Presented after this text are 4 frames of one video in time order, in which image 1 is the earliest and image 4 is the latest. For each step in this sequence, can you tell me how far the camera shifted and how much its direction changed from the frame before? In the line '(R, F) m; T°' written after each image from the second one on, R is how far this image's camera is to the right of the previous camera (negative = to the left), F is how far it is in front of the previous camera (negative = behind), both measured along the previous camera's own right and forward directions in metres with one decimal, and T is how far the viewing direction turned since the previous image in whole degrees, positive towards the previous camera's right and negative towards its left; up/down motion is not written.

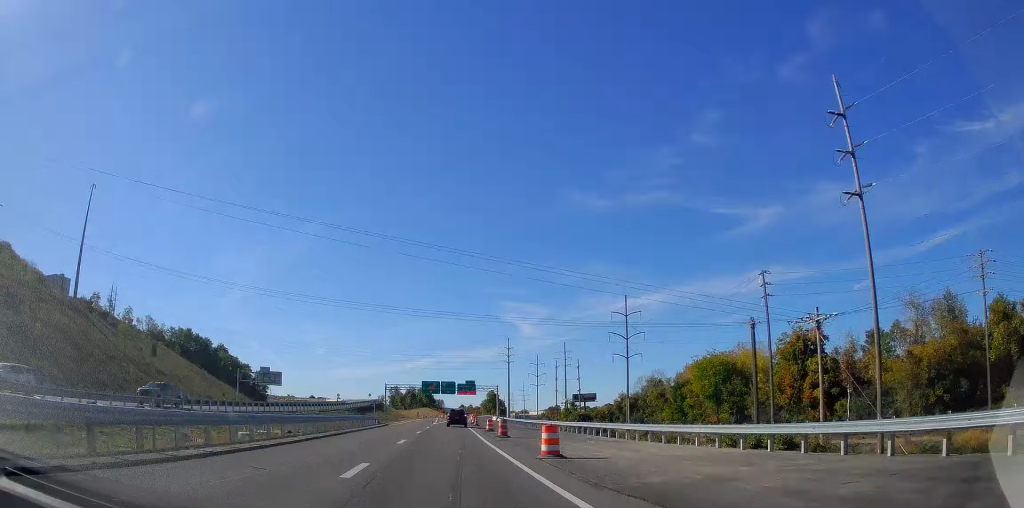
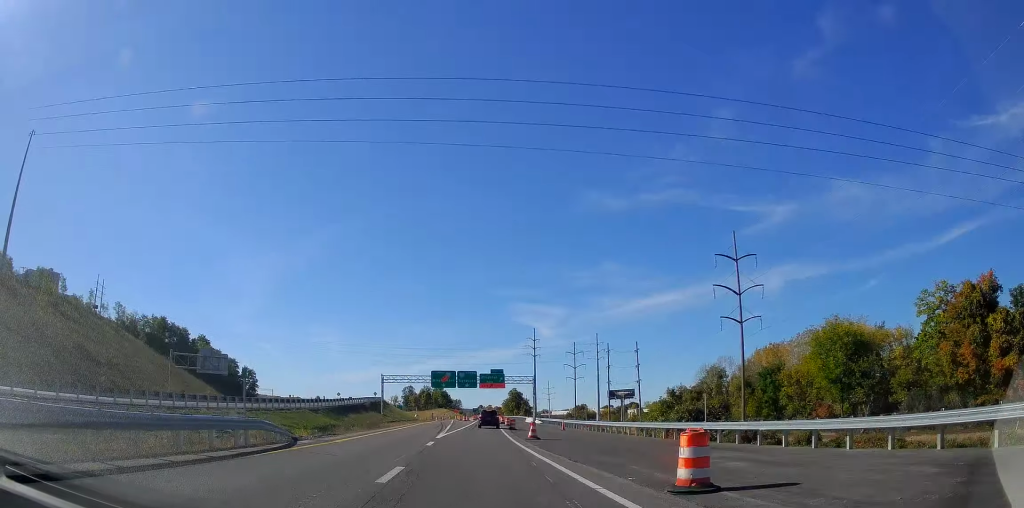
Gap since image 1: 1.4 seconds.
(+0.6, +38.2) m; +2°
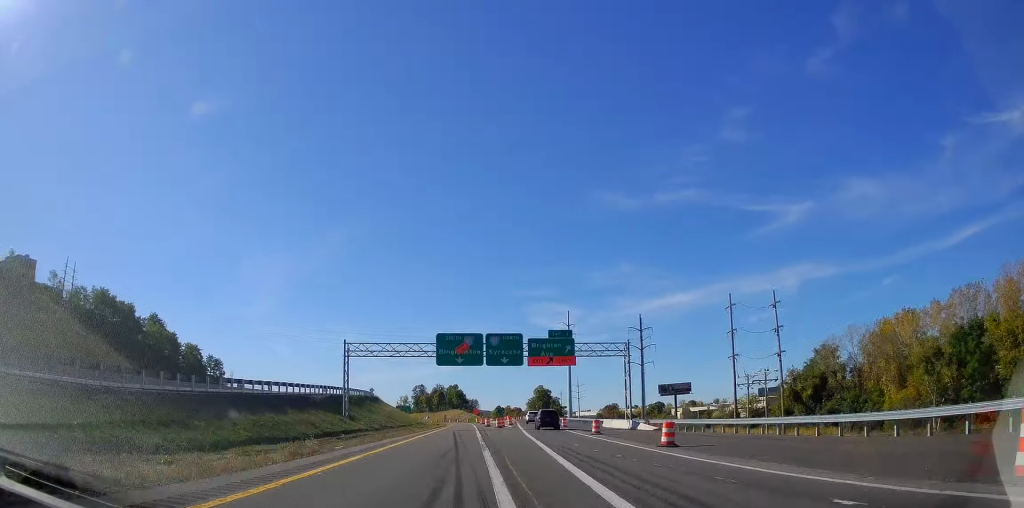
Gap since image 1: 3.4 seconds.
(-0.5, +49.3) m; -3°
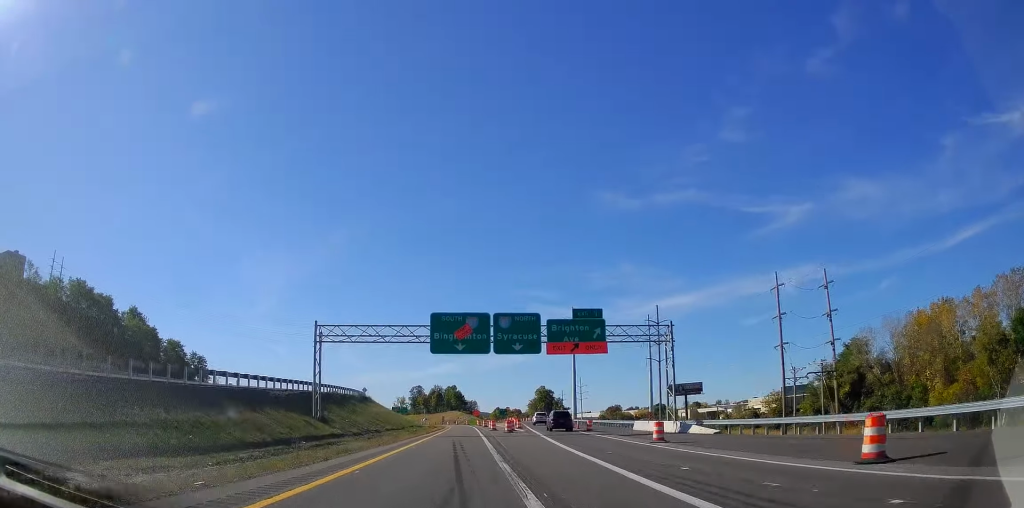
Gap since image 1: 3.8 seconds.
(-0.1, +11.7) m; -1°
